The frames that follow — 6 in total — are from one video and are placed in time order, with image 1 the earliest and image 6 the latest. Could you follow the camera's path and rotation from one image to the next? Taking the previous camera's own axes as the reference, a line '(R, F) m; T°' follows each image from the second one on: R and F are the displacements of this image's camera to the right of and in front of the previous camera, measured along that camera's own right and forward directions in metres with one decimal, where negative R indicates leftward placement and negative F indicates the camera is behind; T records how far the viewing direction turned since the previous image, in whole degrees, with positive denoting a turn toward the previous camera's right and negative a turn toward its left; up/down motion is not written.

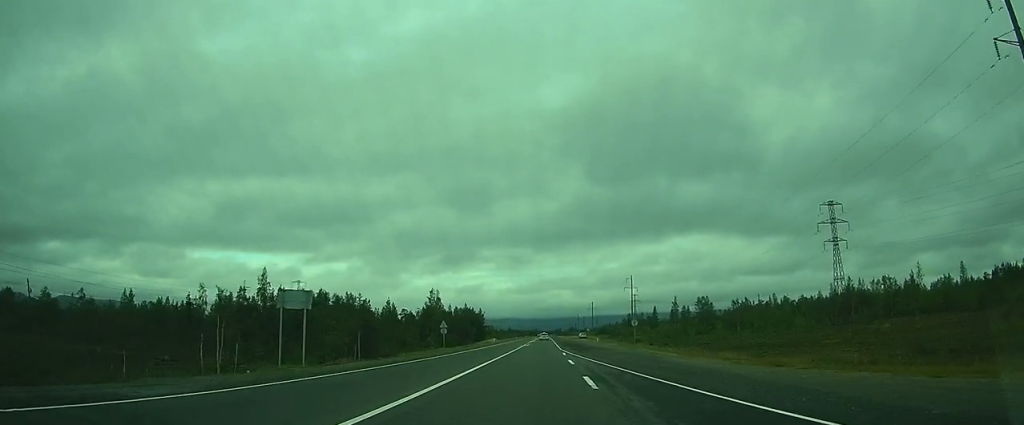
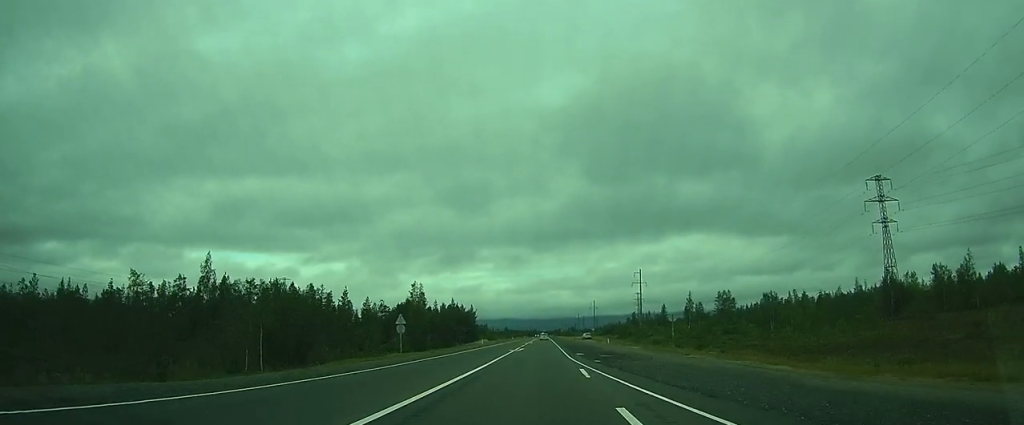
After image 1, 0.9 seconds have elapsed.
(0.0, +20.9) m; 0°
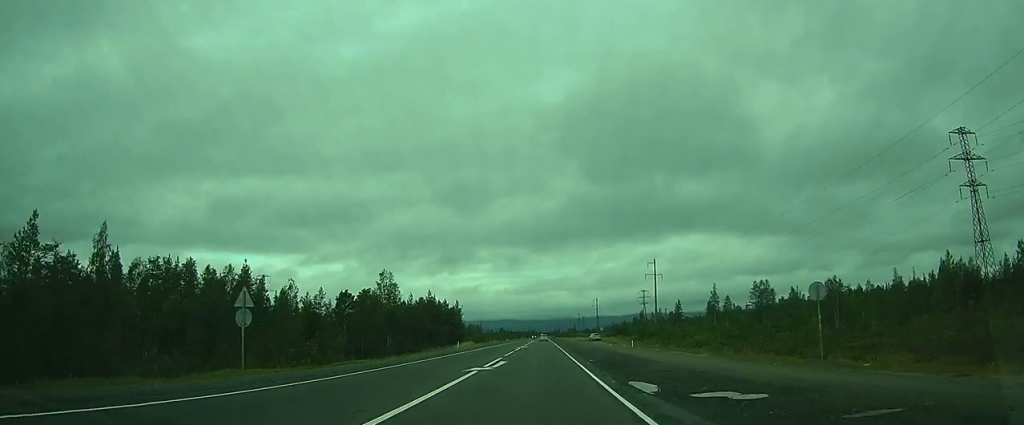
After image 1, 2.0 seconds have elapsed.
(+0.1, +26.4) m; 0°
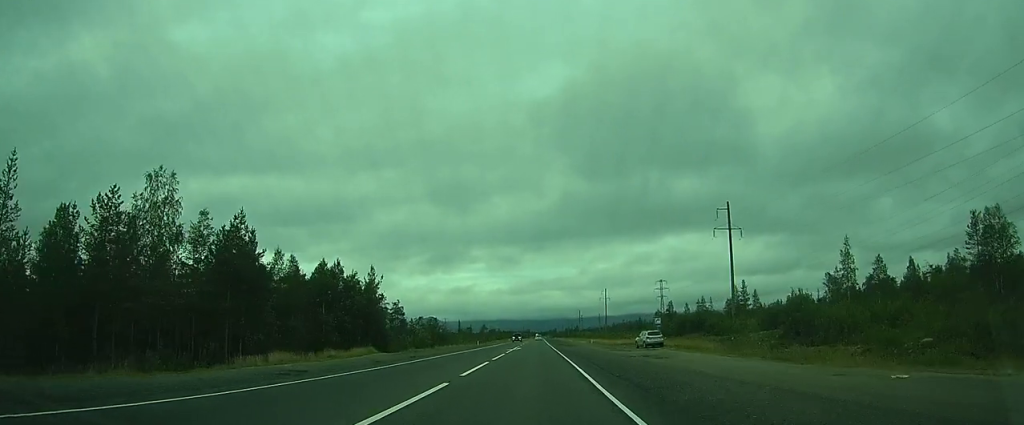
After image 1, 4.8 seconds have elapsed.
(+0.5, +68.0) m; +1°
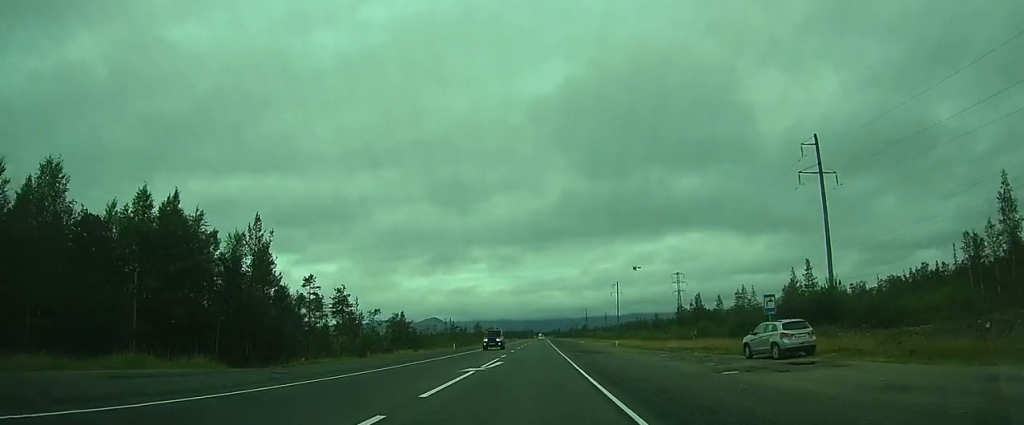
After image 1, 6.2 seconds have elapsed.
(+0.4, +31.4) m; +1°
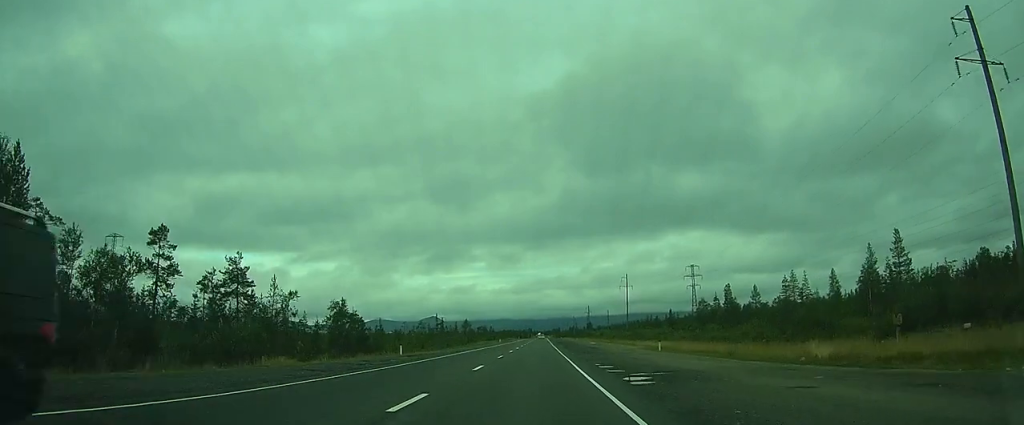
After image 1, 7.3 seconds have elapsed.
(0.0, +27.6) m; 0°
